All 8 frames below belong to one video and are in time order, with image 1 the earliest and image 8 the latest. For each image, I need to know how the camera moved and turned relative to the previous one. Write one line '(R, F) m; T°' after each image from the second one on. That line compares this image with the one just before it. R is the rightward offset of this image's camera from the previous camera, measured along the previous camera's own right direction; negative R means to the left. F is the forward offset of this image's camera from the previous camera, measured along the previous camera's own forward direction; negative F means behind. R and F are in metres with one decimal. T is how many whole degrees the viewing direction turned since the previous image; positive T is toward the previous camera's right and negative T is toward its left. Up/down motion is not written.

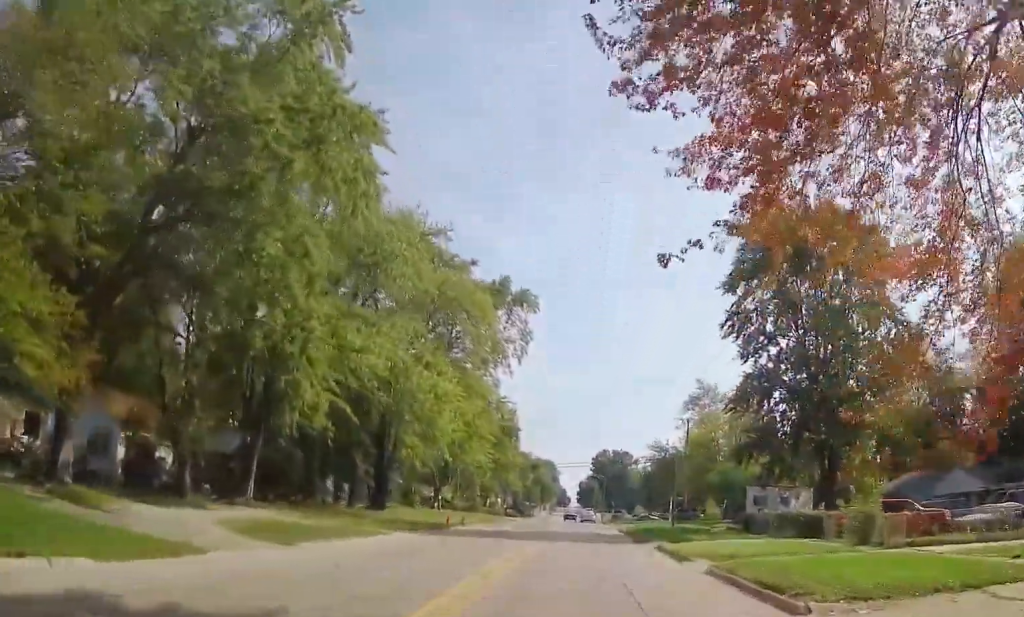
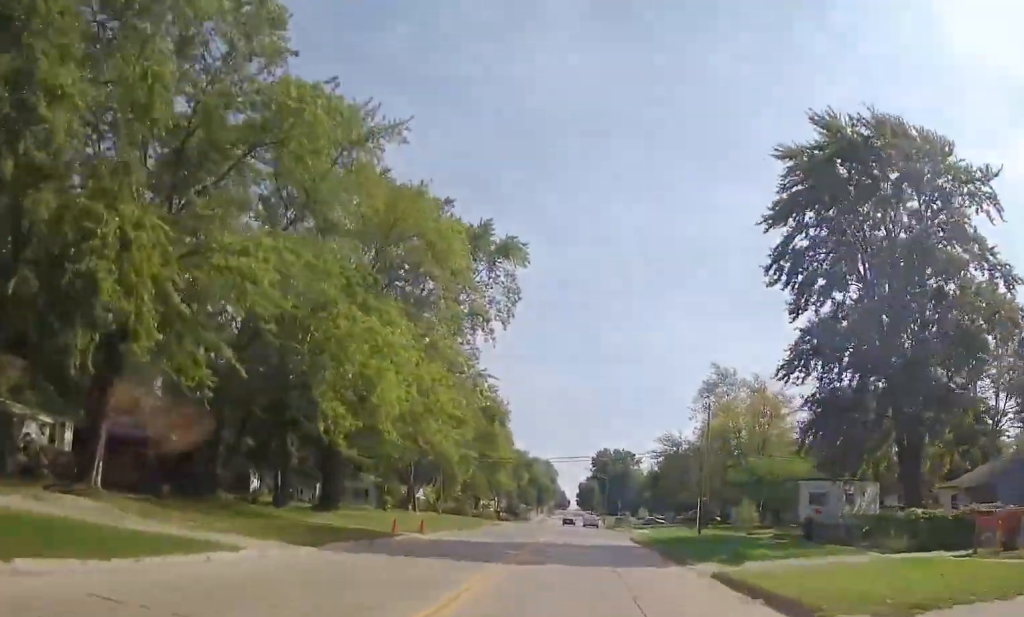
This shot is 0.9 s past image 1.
(0.0, +13.2) m; 0°
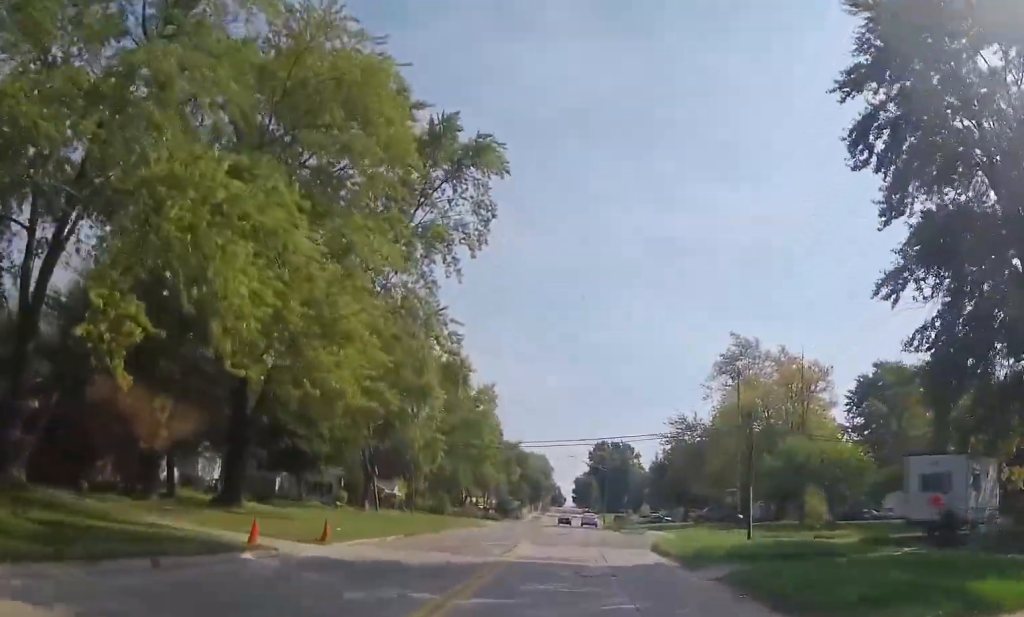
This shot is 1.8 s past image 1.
(0.0, +14.1) m; +2°
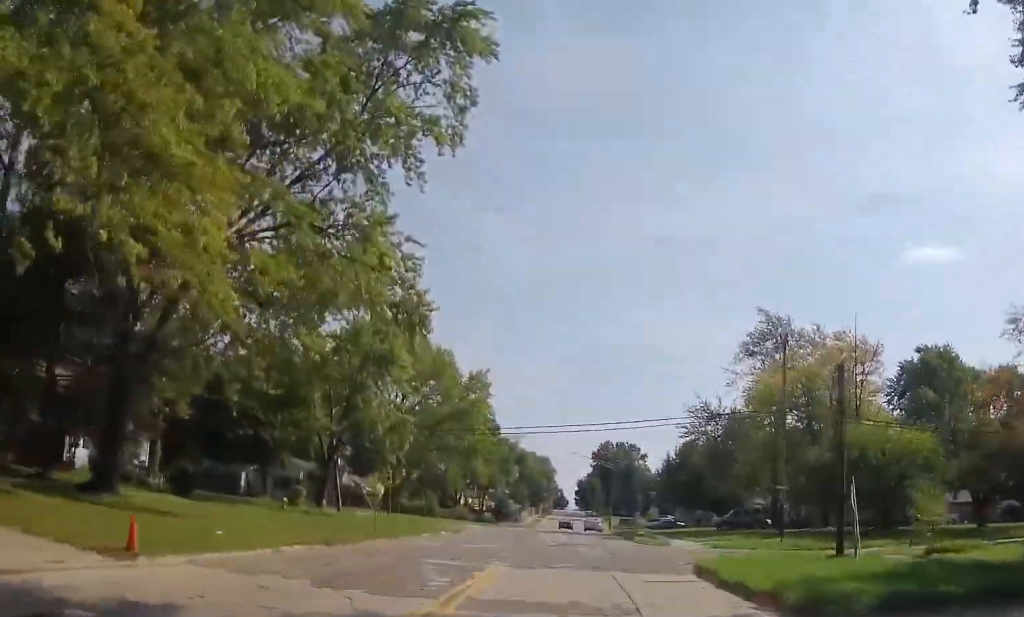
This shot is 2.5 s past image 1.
(+0.3, +11.0) m; 0°
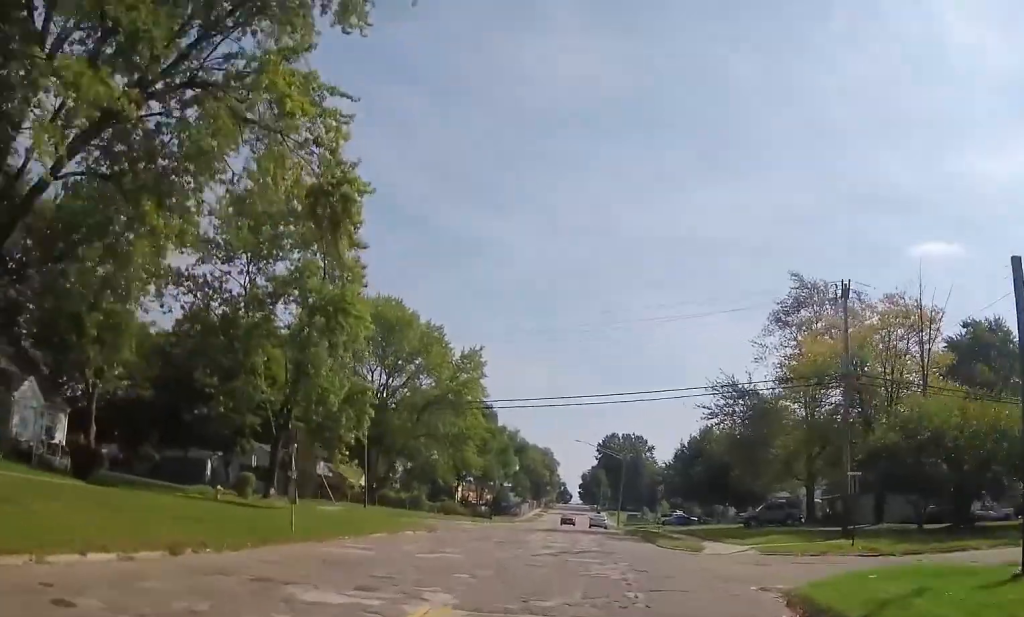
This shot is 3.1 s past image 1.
(+0.1, +9.4) m; -1°
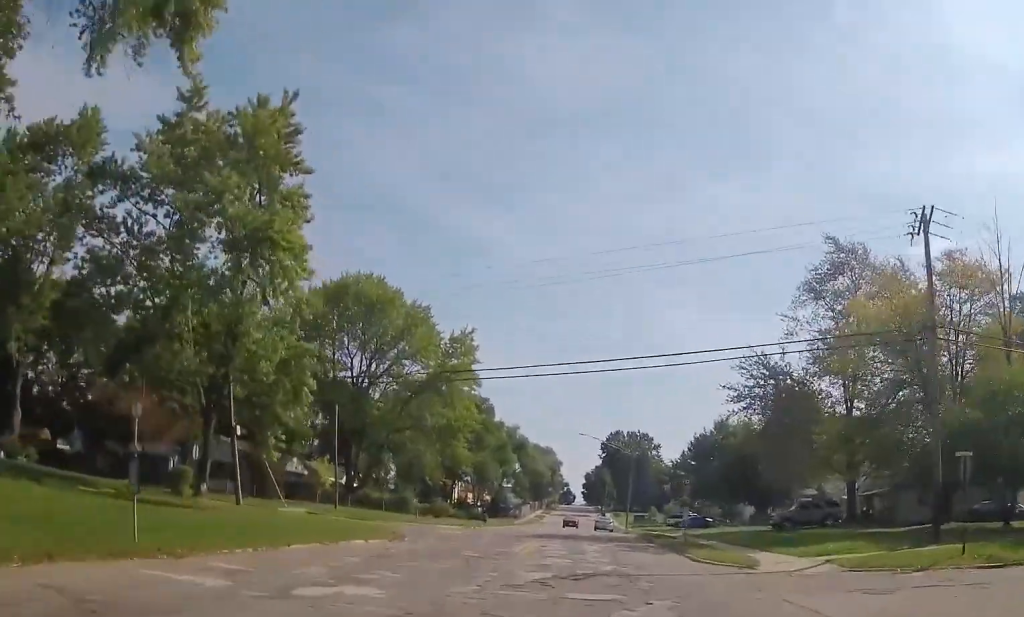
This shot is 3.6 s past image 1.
(-0.2, +8.5) m; -2°
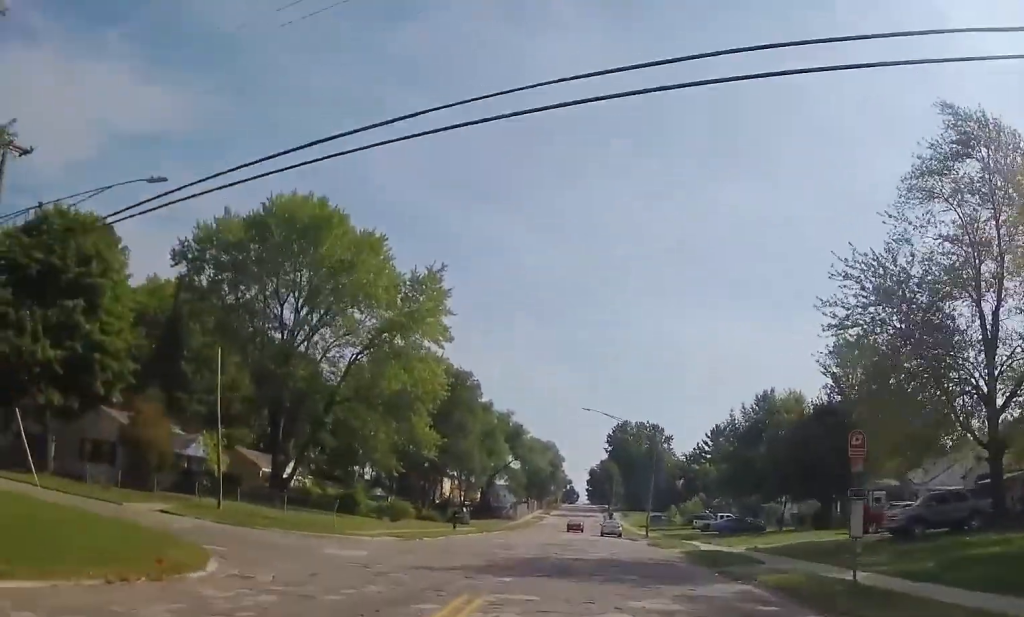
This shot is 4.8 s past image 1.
(-0.7, +19.0) m; -1°
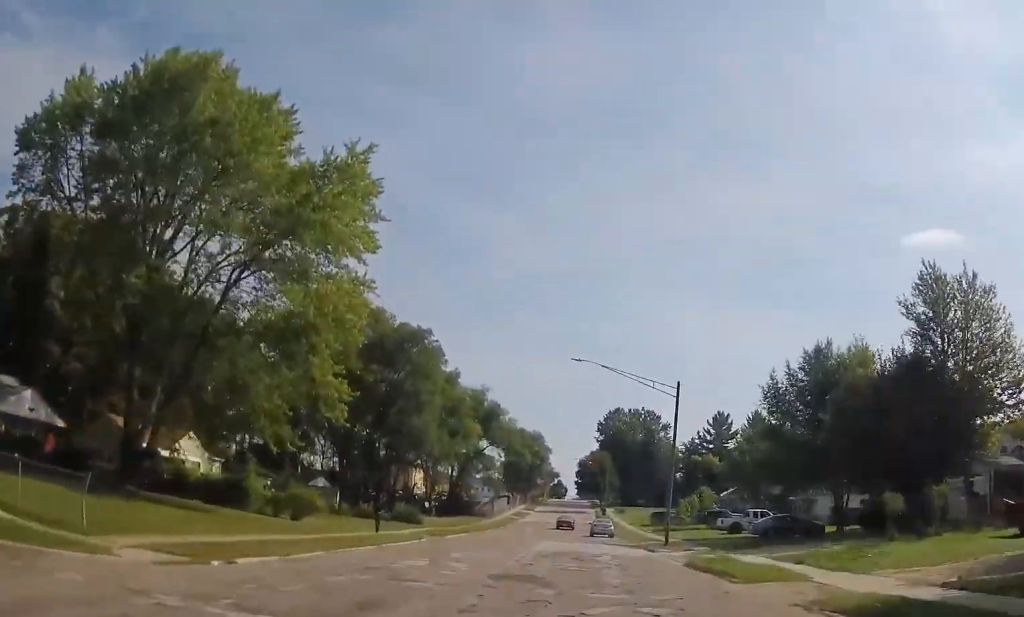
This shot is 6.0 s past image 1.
(+0.5, +18.3) m; +2°
